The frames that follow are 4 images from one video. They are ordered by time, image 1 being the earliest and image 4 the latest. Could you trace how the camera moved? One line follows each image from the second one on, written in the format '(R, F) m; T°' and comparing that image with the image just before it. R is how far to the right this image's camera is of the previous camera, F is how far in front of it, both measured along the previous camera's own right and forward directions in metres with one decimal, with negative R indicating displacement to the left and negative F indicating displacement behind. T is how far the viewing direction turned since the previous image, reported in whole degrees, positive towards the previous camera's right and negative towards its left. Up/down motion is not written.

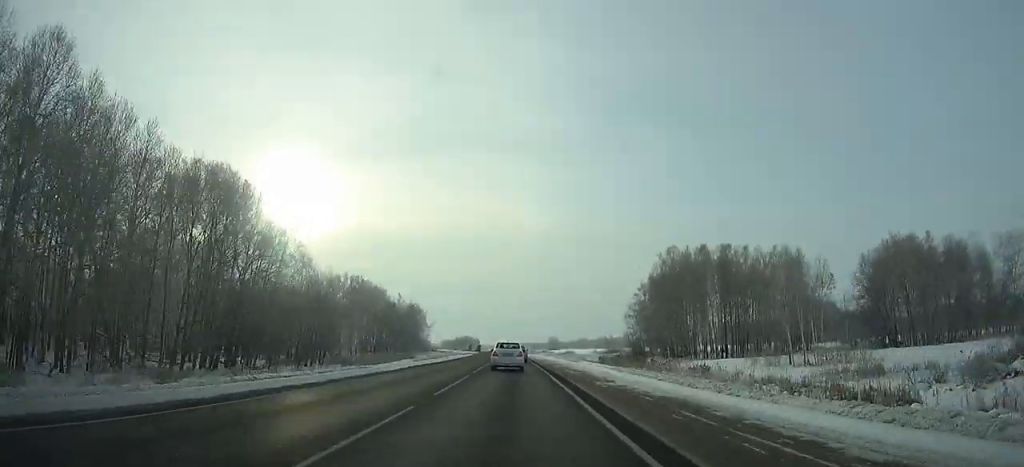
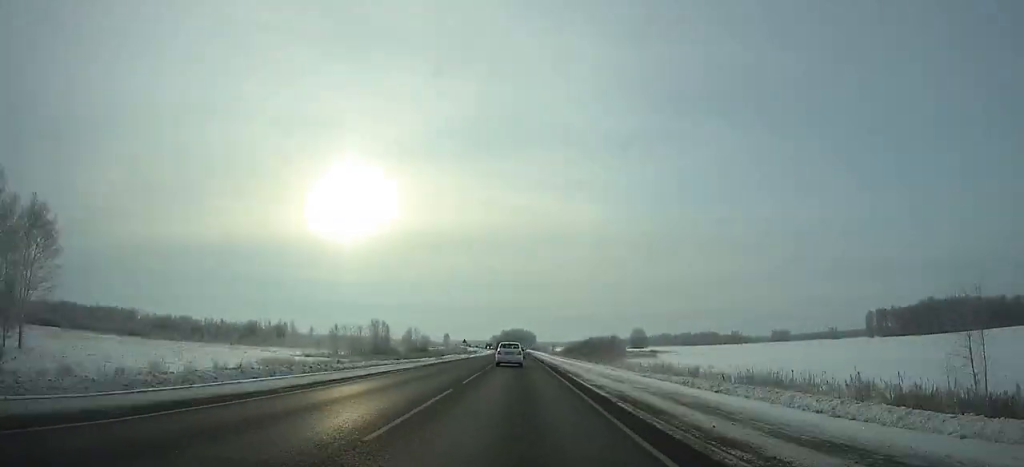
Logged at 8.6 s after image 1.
(-11.4, +215.5) m; -5°
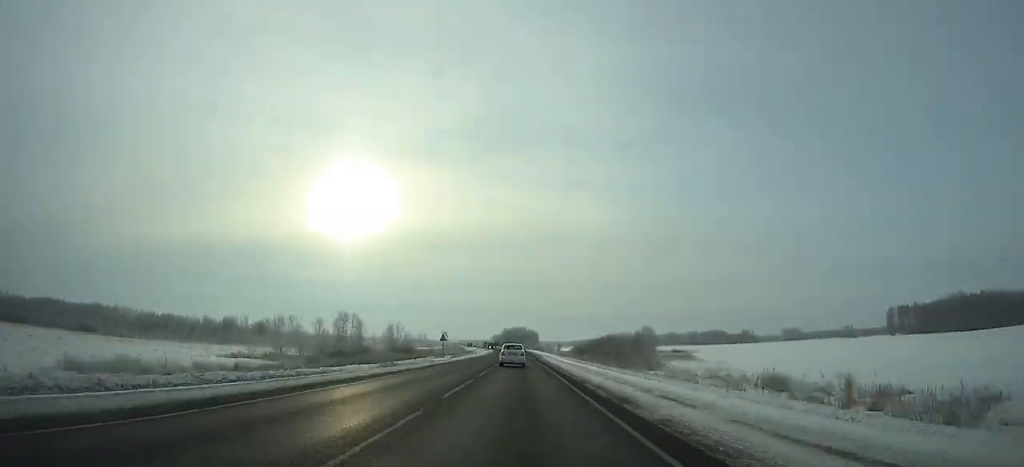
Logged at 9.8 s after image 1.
(-0.1, +29.7) m; 0°
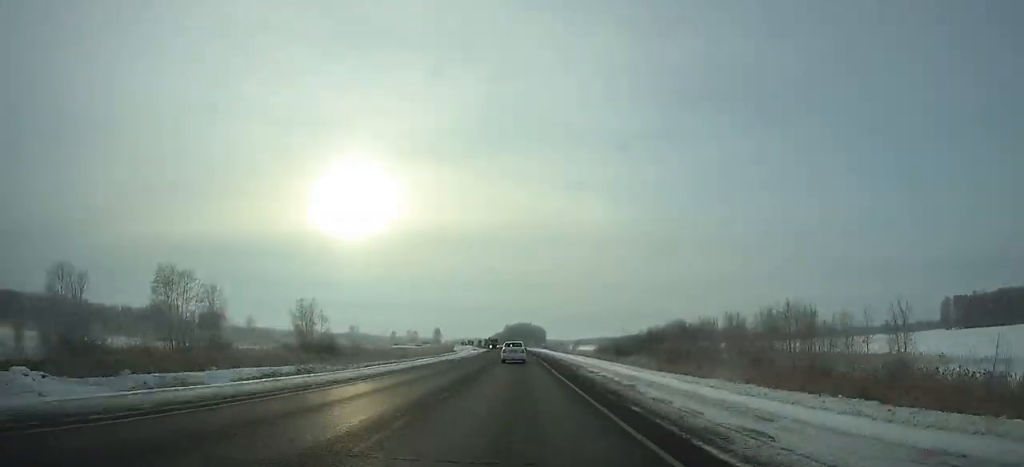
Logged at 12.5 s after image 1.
(0.0, +66.6) m; 0°
